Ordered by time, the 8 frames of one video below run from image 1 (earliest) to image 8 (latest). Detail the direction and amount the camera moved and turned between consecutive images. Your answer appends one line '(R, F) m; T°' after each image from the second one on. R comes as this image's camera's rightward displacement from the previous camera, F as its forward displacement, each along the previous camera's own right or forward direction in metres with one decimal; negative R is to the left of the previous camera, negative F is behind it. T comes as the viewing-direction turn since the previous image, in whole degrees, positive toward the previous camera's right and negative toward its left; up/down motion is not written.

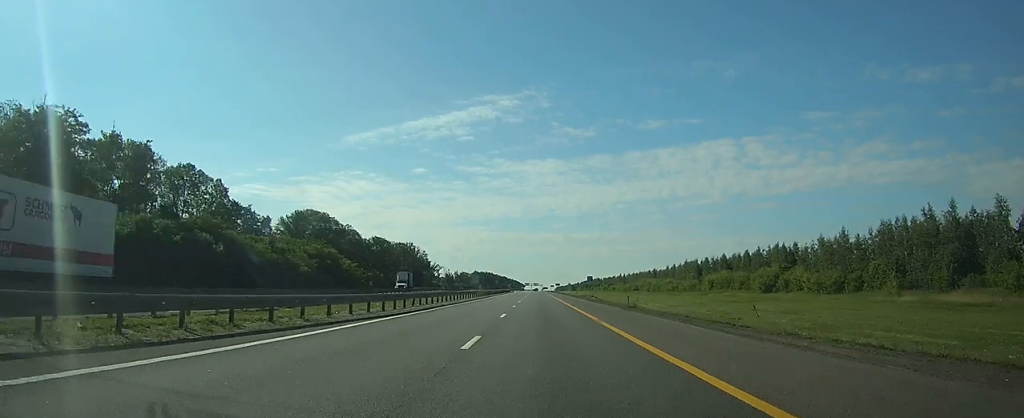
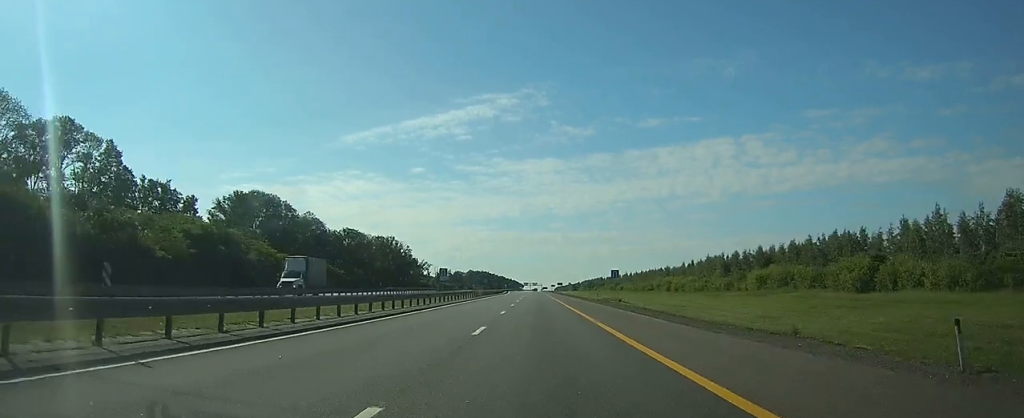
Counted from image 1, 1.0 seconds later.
(0.0, +33.4) m; 0°
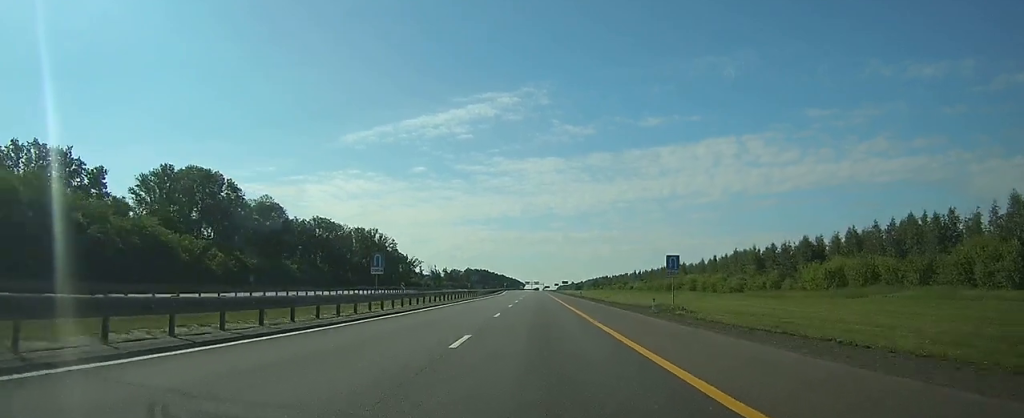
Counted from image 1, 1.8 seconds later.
(0.0, +27.8) m; 0°
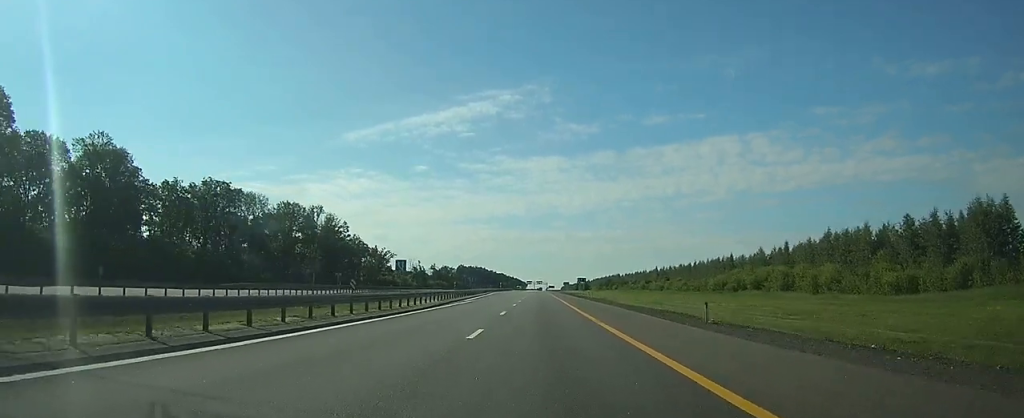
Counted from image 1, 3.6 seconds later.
(0.0, +58.8) m; 0°
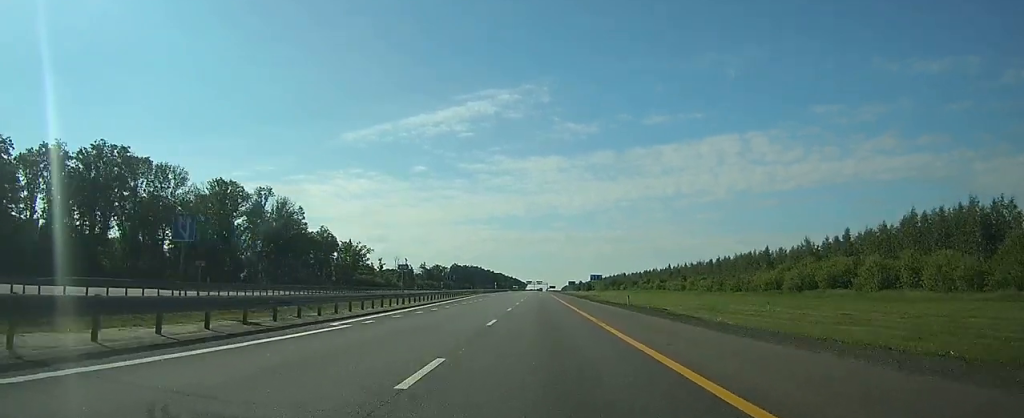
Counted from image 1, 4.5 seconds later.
(-0.1, +31.0) m; 0°
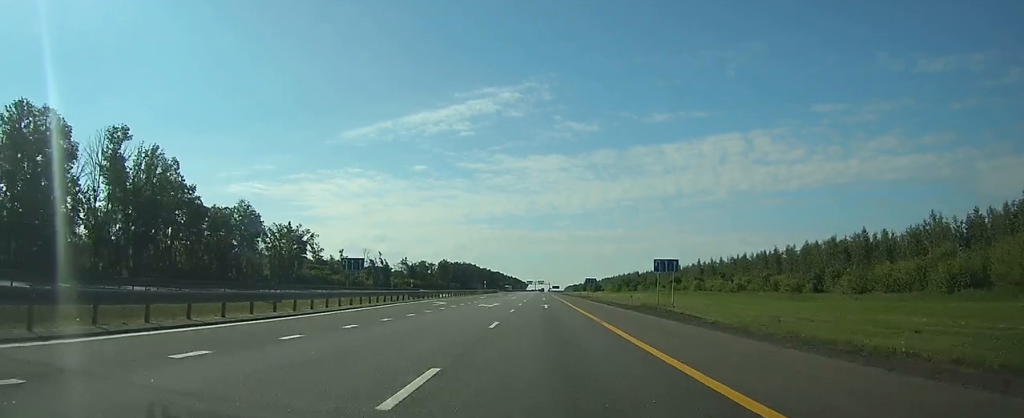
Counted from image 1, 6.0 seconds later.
(0.0, +49.8) m; 0°
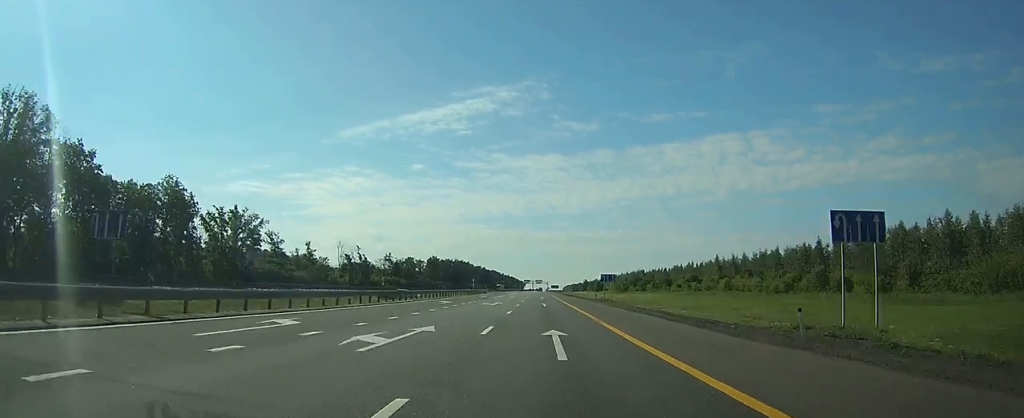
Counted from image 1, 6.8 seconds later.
(0.0, +26.6) m; 0°
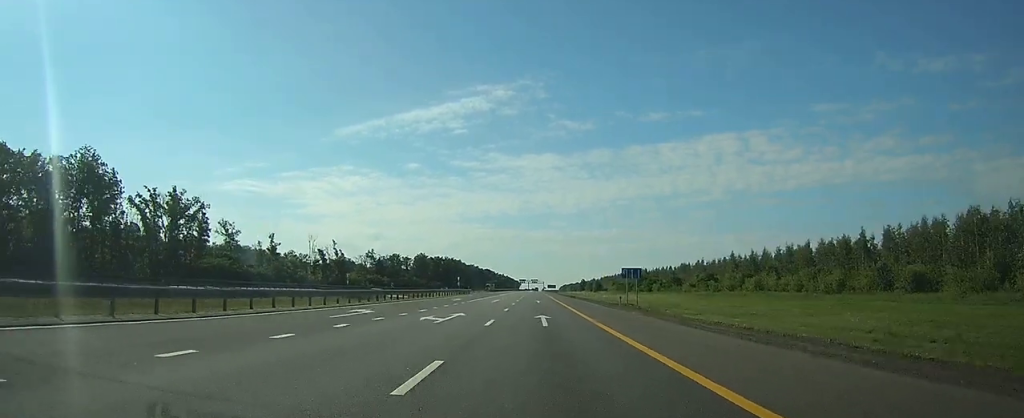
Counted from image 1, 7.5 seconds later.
(0.0, +21.0) m; 0°
